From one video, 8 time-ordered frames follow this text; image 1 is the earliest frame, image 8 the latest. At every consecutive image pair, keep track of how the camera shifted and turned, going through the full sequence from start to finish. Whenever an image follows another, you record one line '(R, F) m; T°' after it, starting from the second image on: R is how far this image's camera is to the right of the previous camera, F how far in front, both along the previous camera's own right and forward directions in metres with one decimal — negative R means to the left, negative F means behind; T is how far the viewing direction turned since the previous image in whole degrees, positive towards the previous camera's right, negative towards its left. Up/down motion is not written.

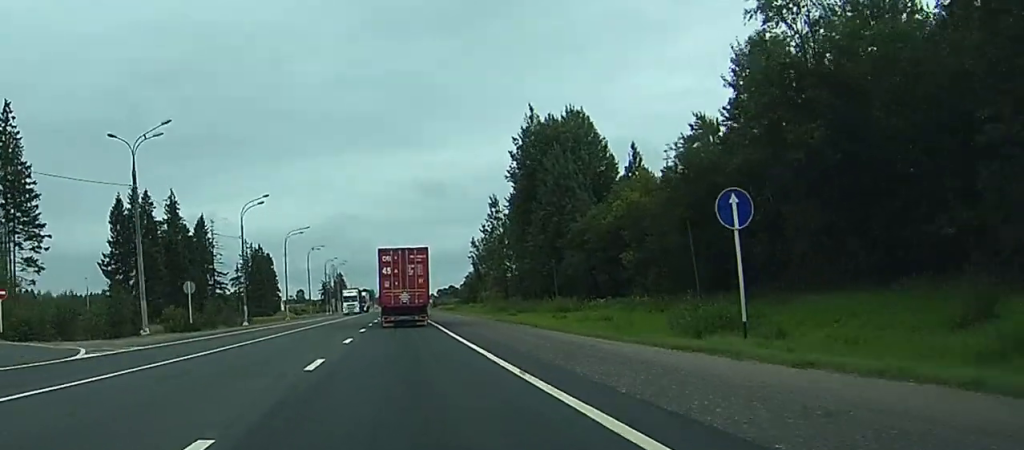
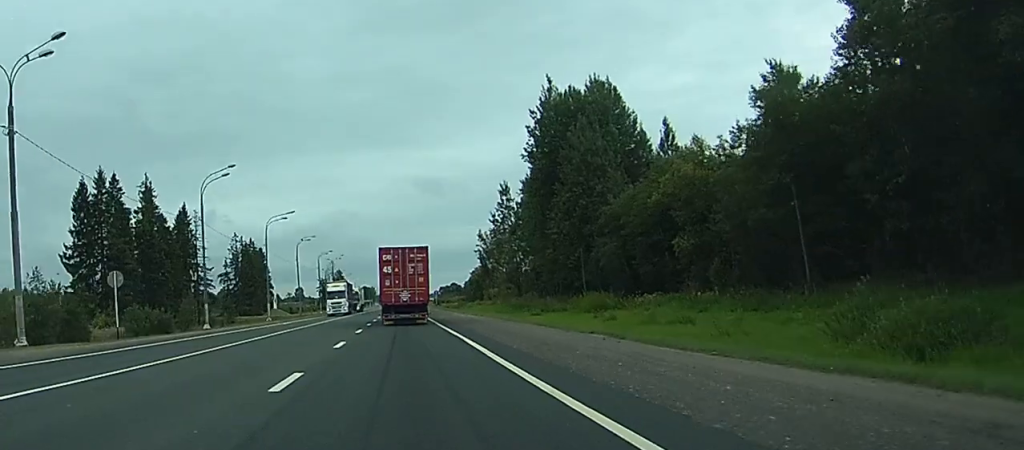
(0.0, +16.2) m; 0°
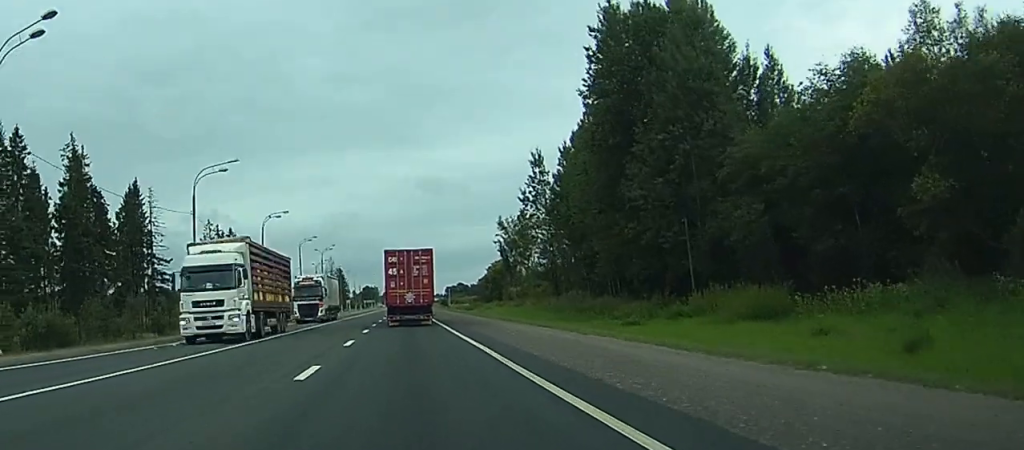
(+0.2, +33.7) m; 0°
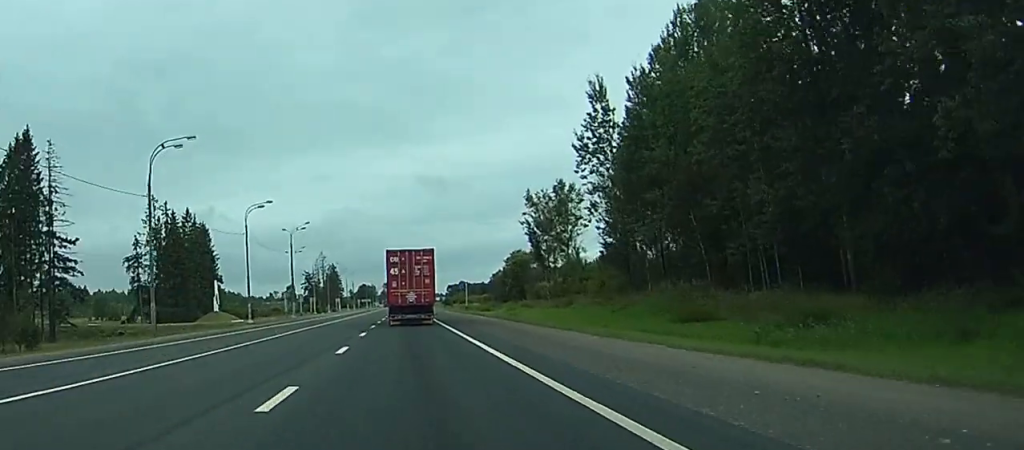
(-0.1, +40.2) m; 0°
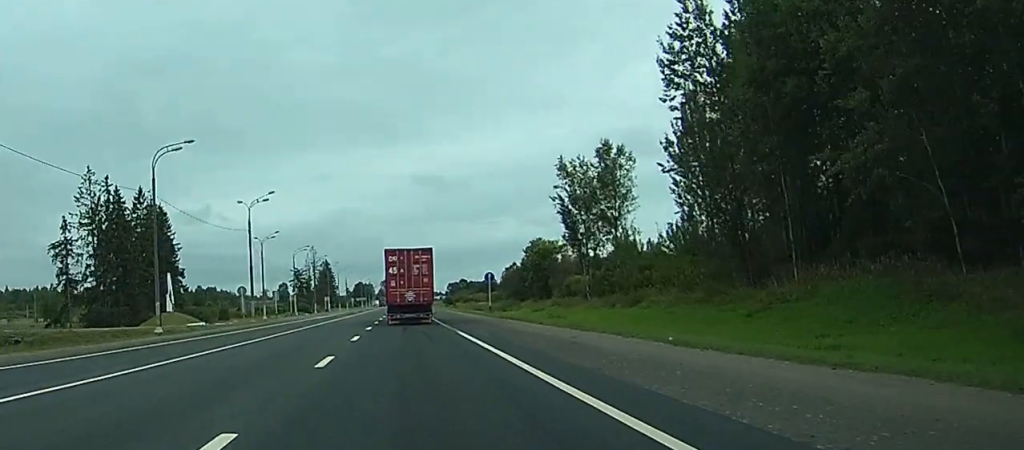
(+0.1, +29.0) m; 0°
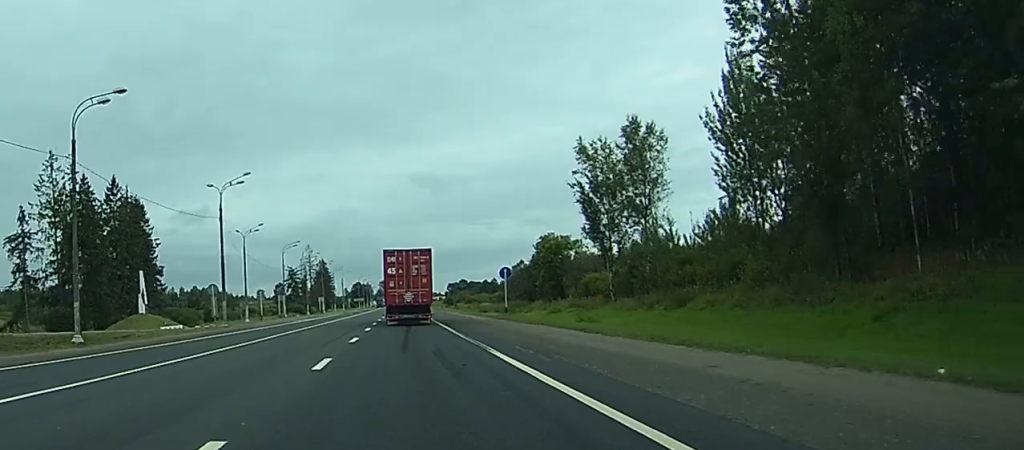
(0.0, +12.3) m; 0°
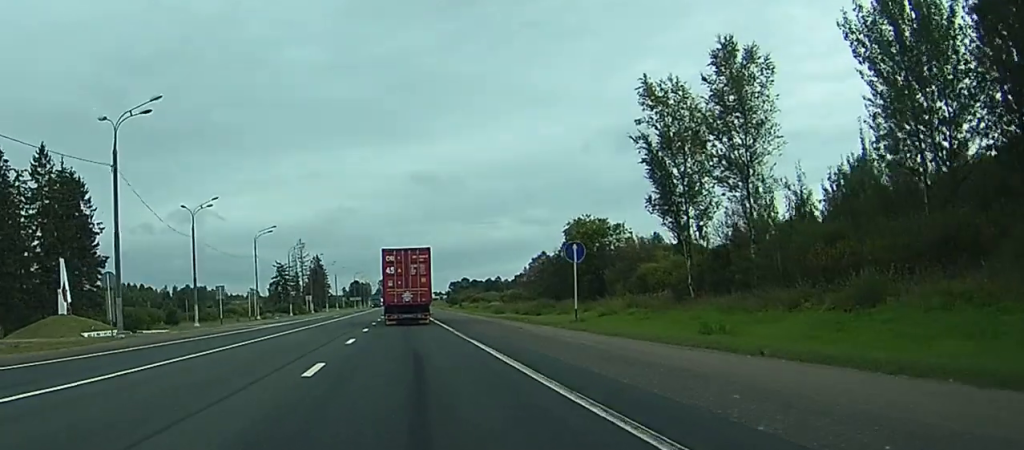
(0.0, +25.4) m; 0°
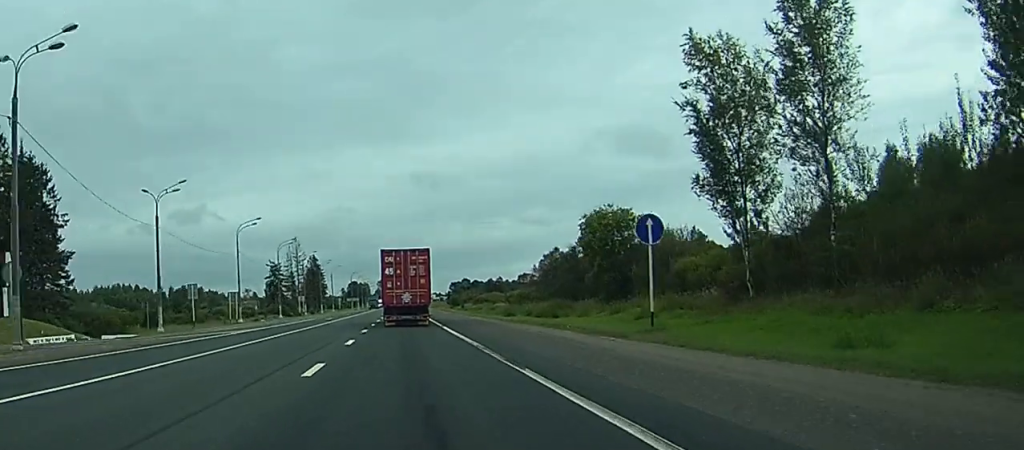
(+0.1, +11.6) m; 0°
